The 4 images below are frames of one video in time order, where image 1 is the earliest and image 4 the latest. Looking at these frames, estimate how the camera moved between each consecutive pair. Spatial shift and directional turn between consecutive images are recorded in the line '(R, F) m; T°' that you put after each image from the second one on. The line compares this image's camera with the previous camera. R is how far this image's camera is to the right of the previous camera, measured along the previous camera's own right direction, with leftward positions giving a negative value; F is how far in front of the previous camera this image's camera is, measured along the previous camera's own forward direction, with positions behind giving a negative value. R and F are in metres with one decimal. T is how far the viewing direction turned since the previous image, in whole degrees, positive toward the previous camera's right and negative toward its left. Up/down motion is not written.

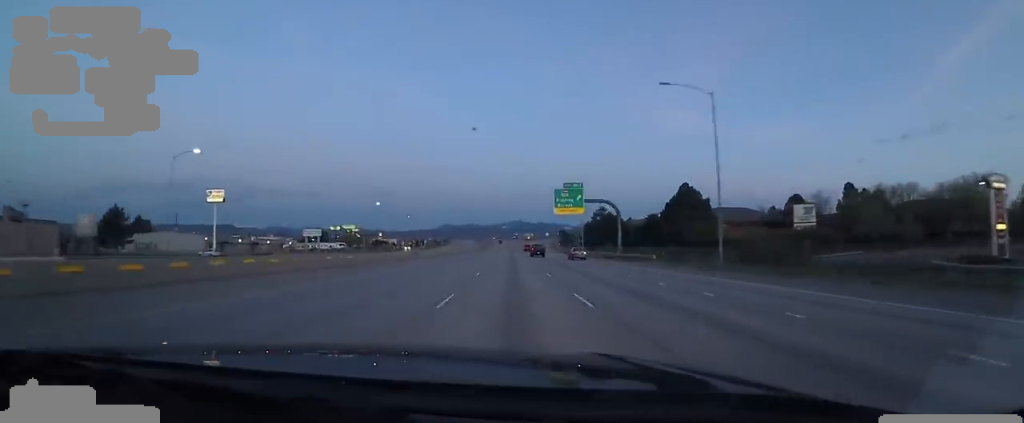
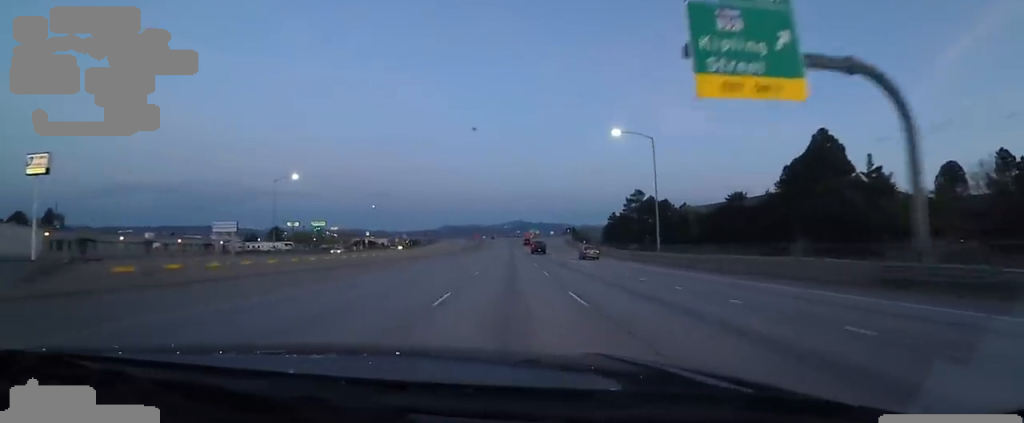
(-0.1, +48.5) m; -2°
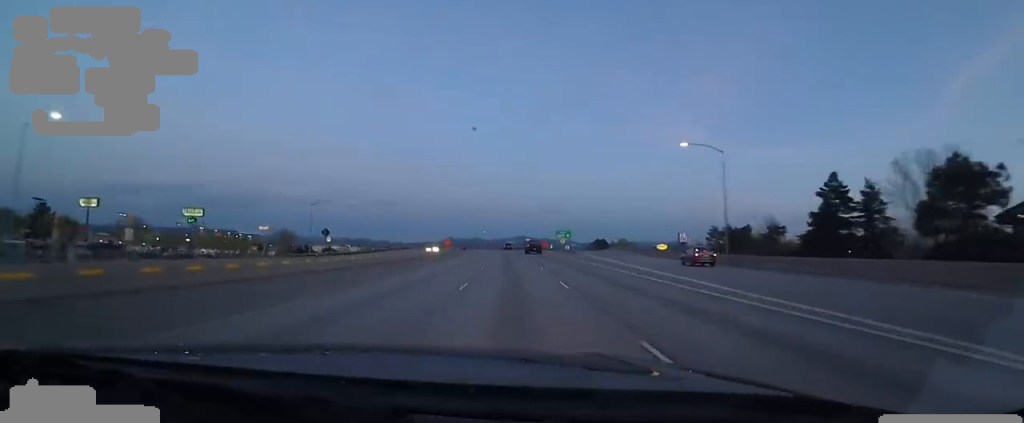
(+0.4, +107.2) m; +1°
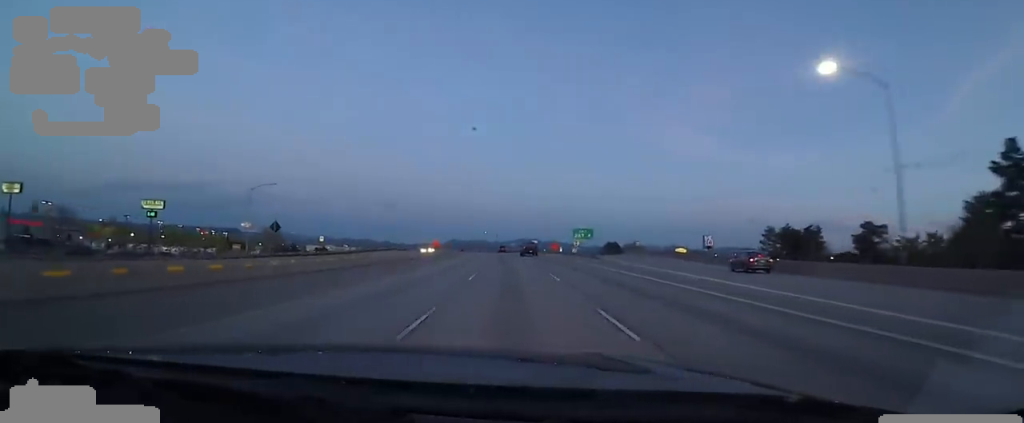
(+0.2, +20.1) m; 0°
